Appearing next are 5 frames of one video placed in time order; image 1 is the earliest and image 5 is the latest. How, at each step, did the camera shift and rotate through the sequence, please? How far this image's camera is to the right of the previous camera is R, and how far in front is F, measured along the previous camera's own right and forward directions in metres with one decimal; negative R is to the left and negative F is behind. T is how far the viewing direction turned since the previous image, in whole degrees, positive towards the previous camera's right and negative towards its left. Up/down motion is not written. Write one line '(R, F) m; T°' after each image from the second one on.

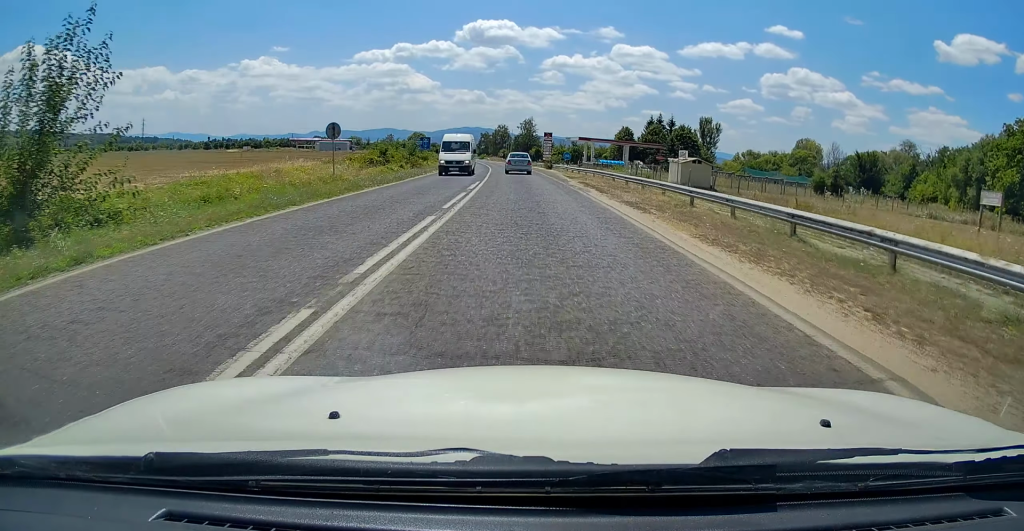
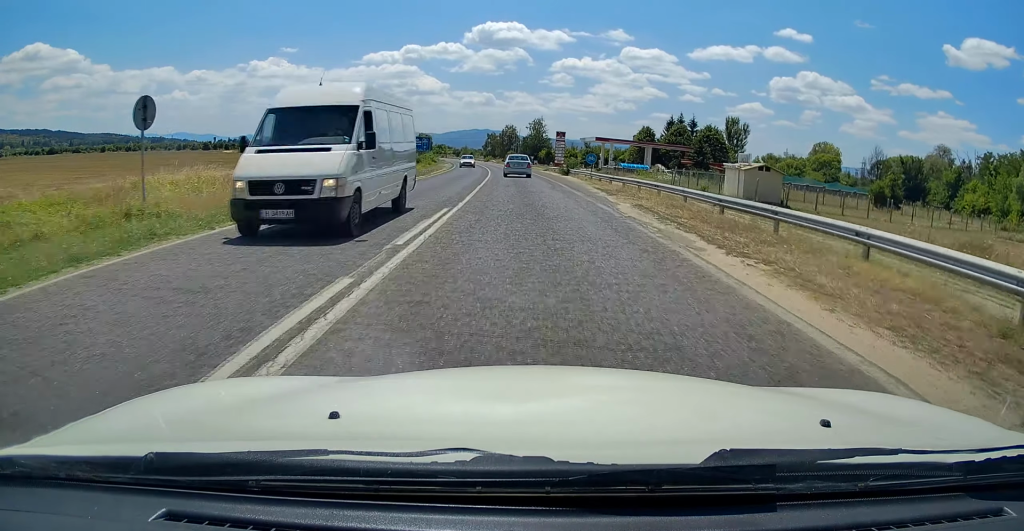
(-0.1, +14.1) m; -1°
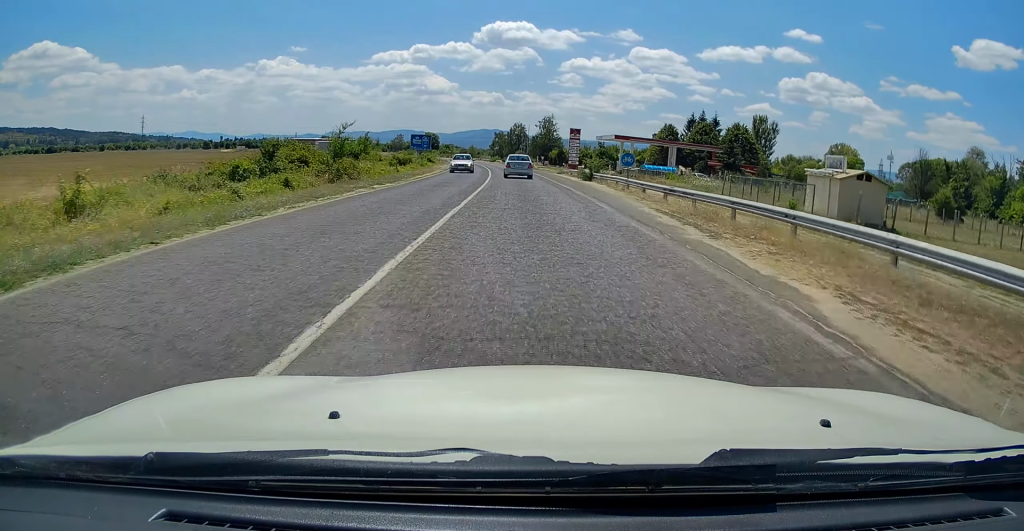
(0.0, +11.5) m; 0°
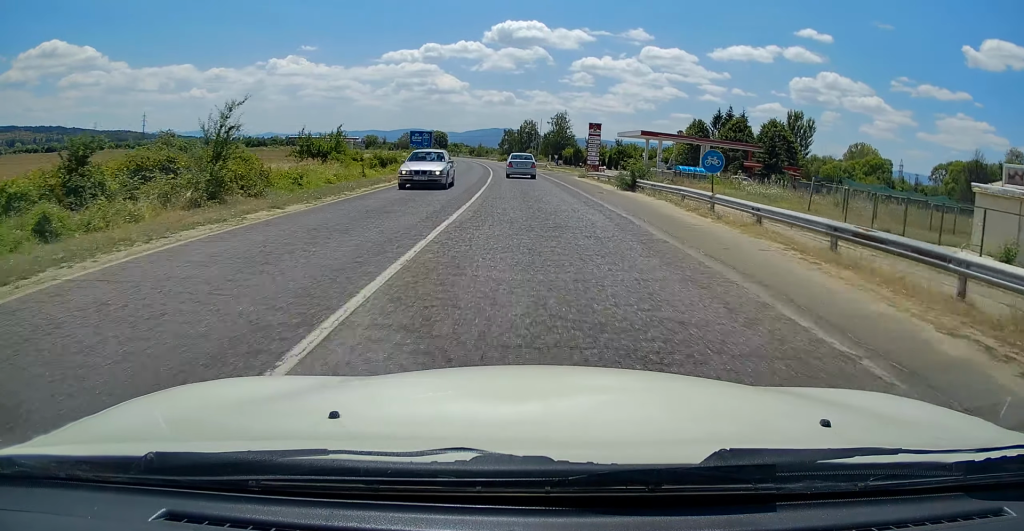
(-0.1, +12.7) m; -1°
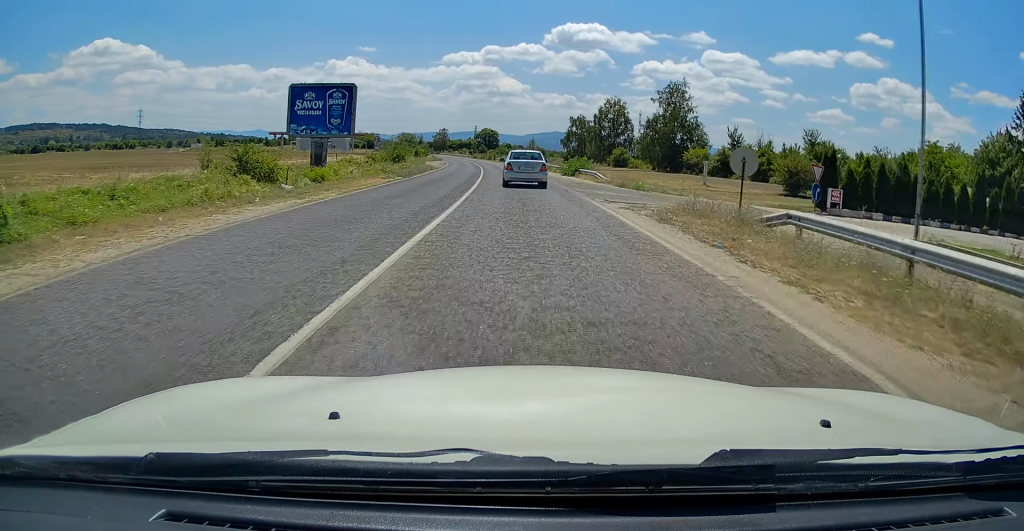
(-3.4, +83.0) m; -5°
